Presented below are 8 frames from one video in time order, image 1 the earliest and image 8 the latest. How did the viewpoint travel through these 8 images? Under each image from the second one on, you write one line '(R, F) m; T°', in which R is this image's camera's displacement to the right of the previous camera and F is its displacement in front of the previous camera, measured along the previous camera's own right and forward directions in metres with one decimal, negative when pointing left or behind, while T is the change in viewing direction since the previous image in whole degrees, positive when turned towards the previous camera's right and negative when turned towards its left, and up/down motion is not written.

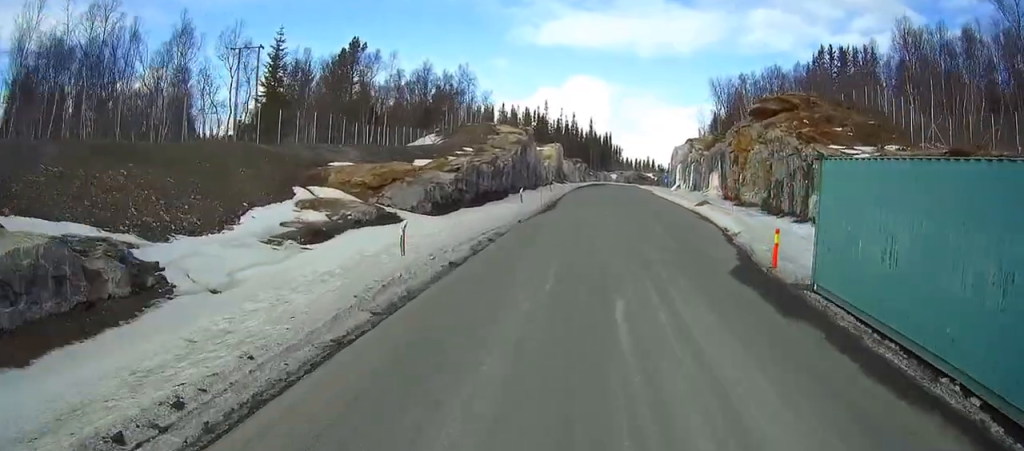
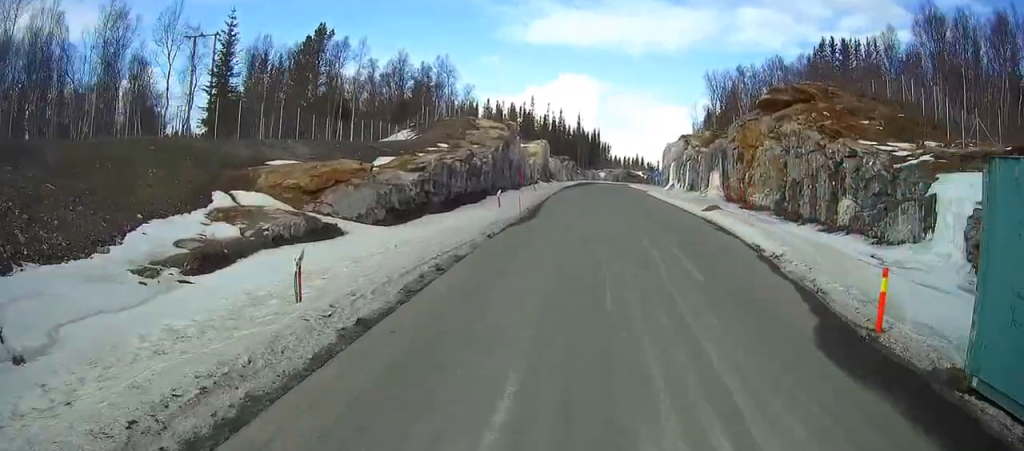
(0.0, +5.8) m; 0°
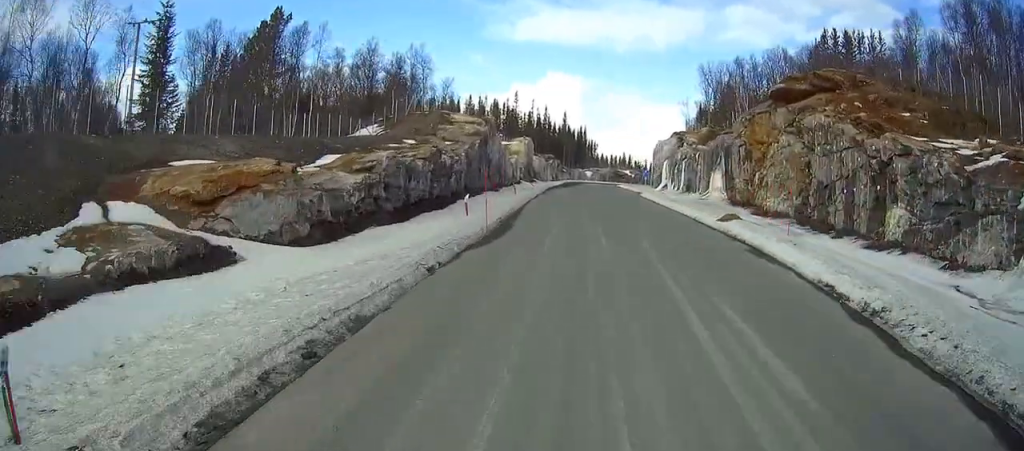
(0.0, +6.5) m; +1°
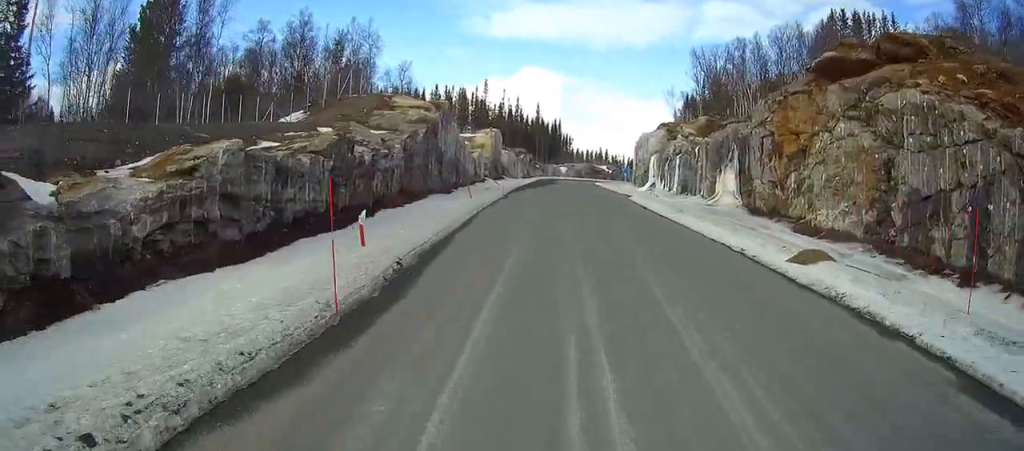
(+0.2, +12.5) m; +2°
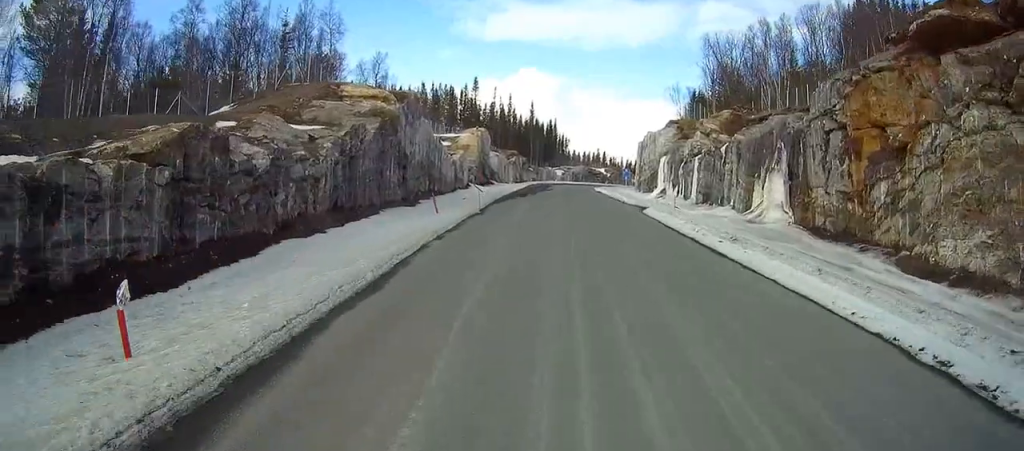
(+0.2, +11.3) m; +1°
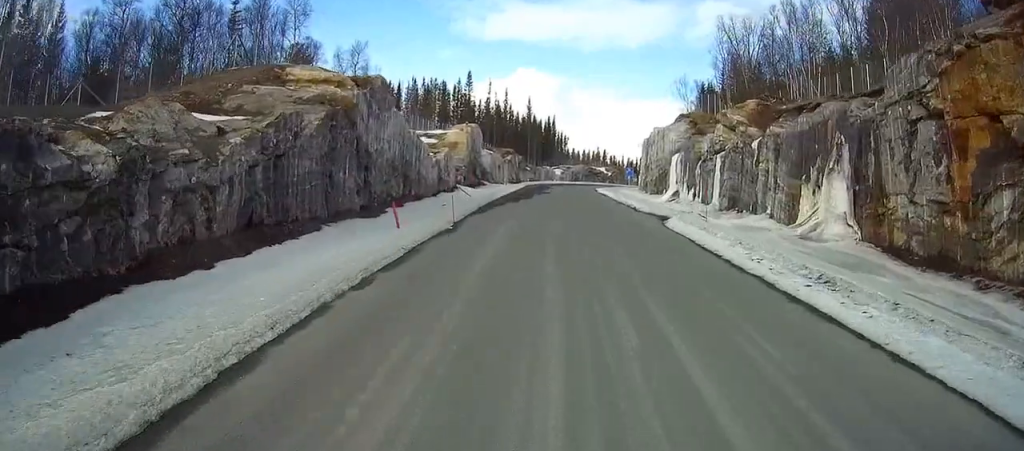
(0.0, +8.1) m; 0°
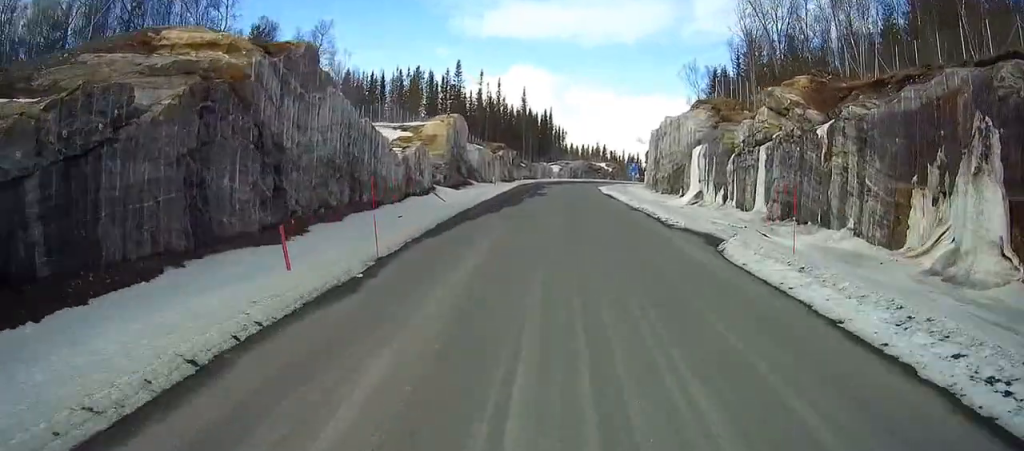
(0.0, +10.7) m; 0°
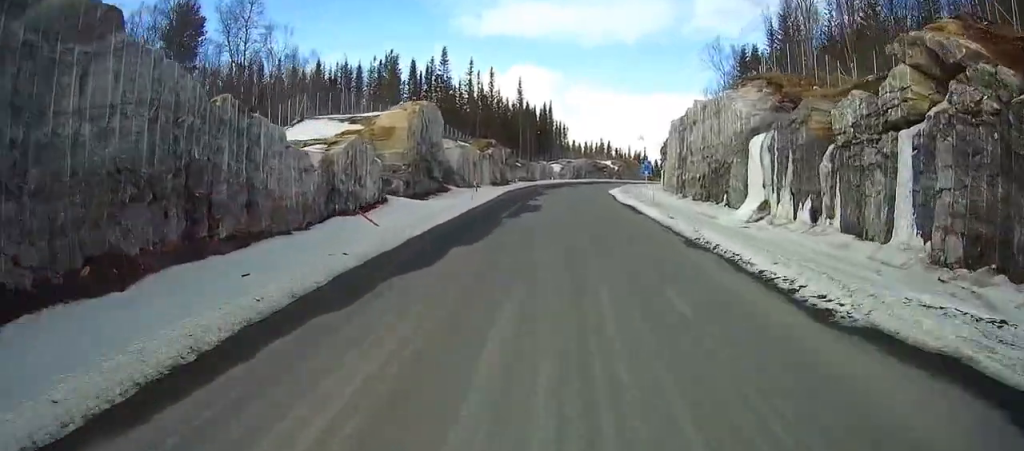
(+0.1, +15.4) m; 0°
